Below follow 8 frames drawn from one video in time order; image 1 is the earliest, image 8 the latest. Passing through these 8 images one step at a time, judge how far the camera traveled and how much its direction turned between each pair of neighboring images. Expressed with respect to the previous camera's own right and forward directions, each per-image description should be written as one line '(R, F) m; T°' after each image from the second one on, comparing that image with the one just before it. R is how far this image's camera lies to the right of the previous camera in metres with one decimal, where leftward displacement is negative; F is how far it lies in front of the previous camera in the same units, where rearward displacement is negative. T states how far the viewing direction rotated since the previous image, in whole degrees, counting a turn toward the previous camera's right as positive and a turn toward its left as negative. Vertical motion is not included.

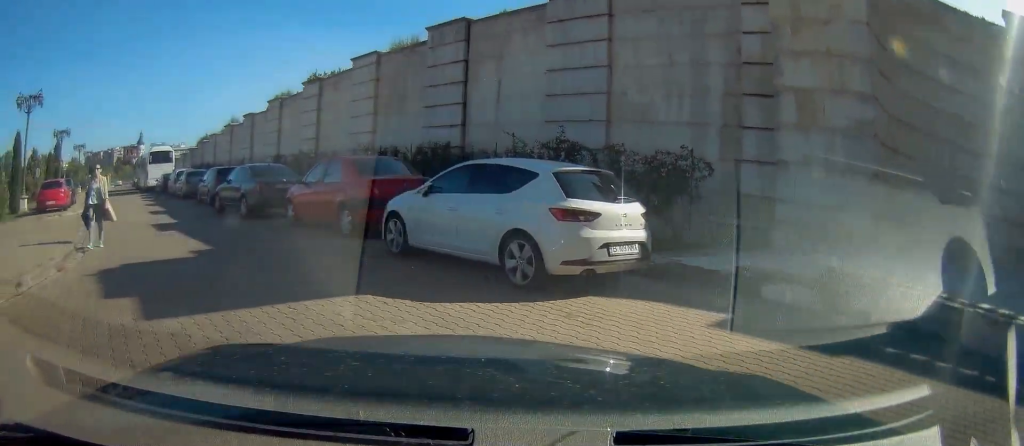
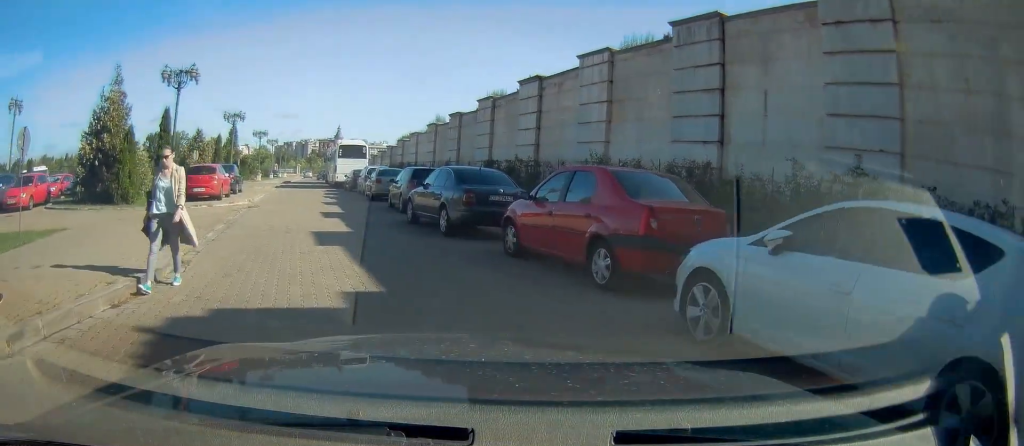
(-0.9, +4.1) m; -15°
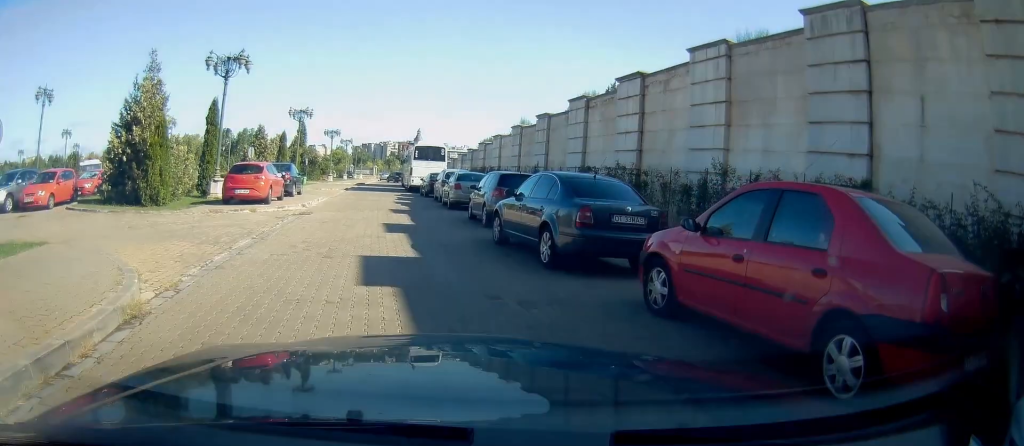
(-0.2, +3.9) m; -7°
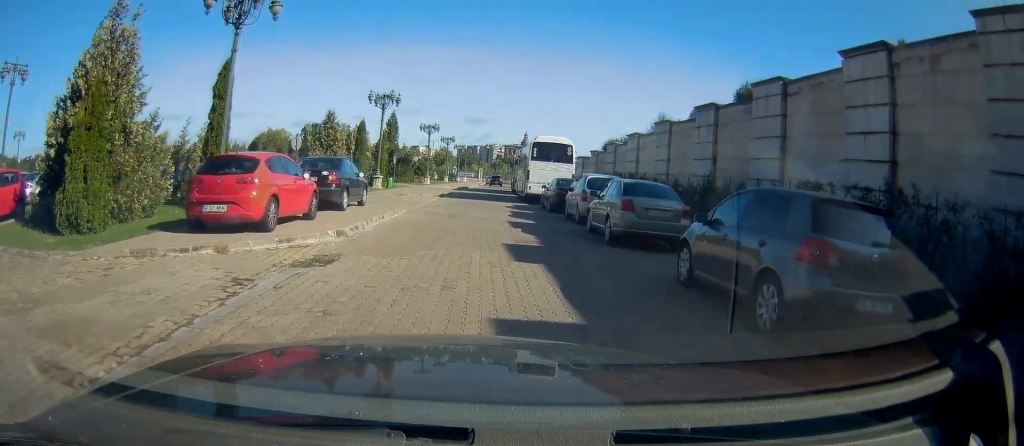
(-1.4, +9.7) m; -11°
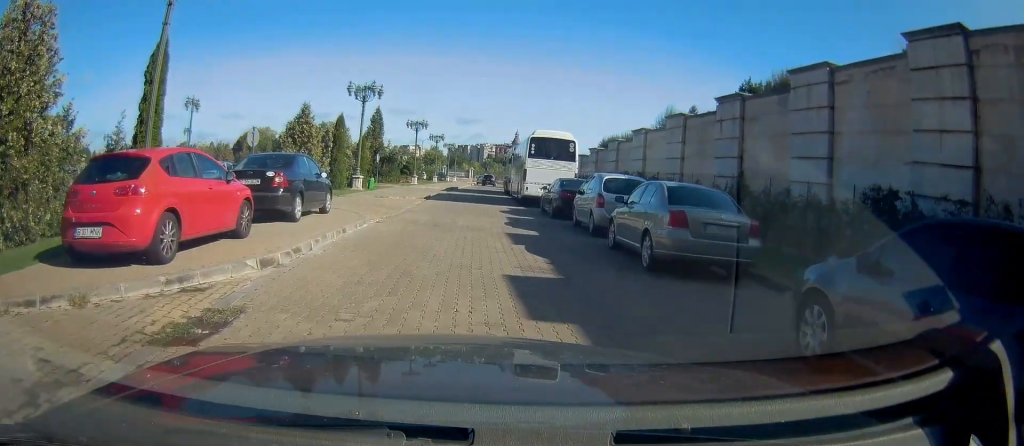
(0.0, +3.4) m; 0°
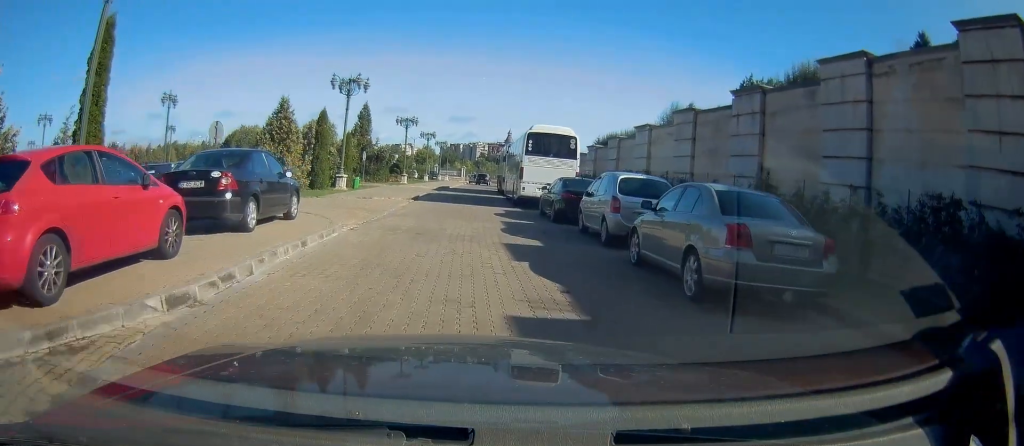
(0.0, +2.3) m; 0°
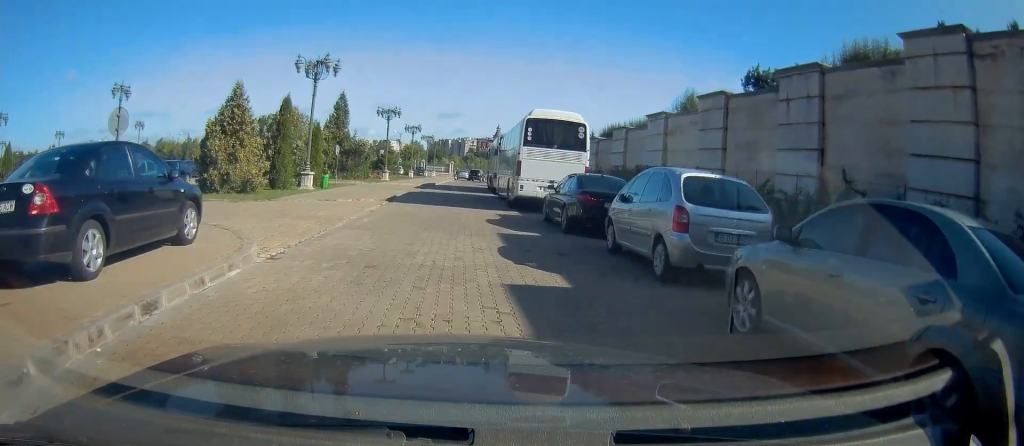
(0.0, +4.6) m; 0°
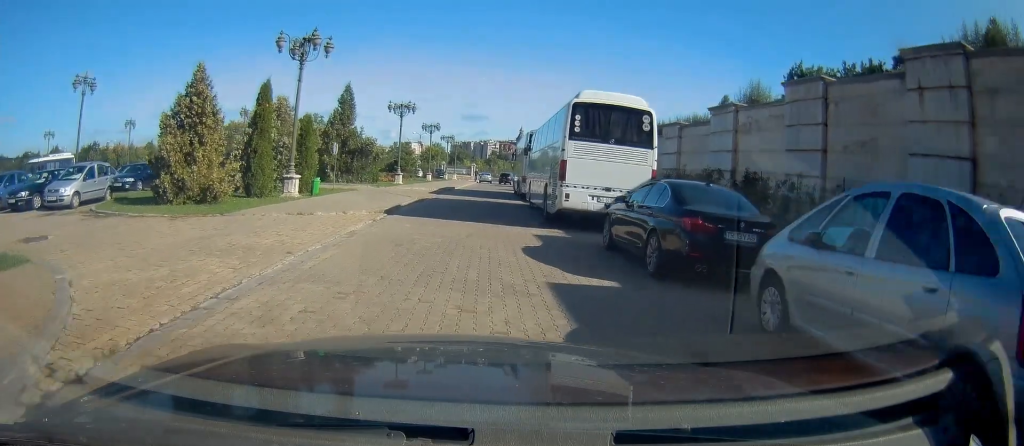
(0.0, +5.9) m; -3°
